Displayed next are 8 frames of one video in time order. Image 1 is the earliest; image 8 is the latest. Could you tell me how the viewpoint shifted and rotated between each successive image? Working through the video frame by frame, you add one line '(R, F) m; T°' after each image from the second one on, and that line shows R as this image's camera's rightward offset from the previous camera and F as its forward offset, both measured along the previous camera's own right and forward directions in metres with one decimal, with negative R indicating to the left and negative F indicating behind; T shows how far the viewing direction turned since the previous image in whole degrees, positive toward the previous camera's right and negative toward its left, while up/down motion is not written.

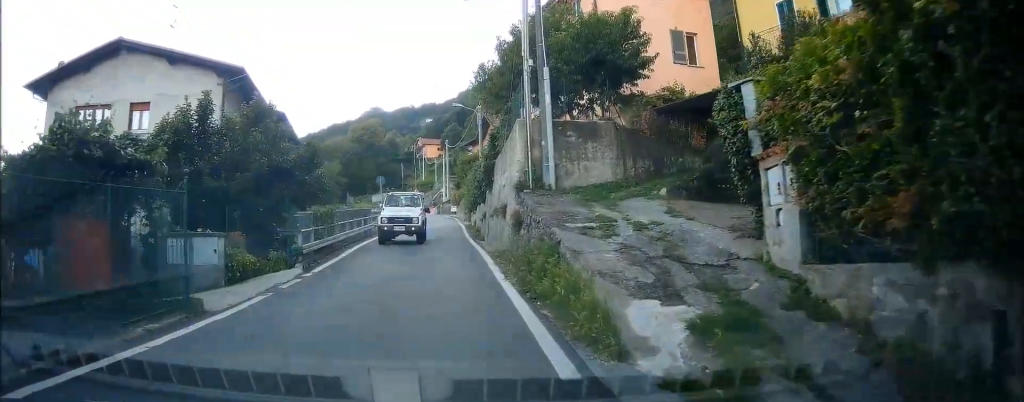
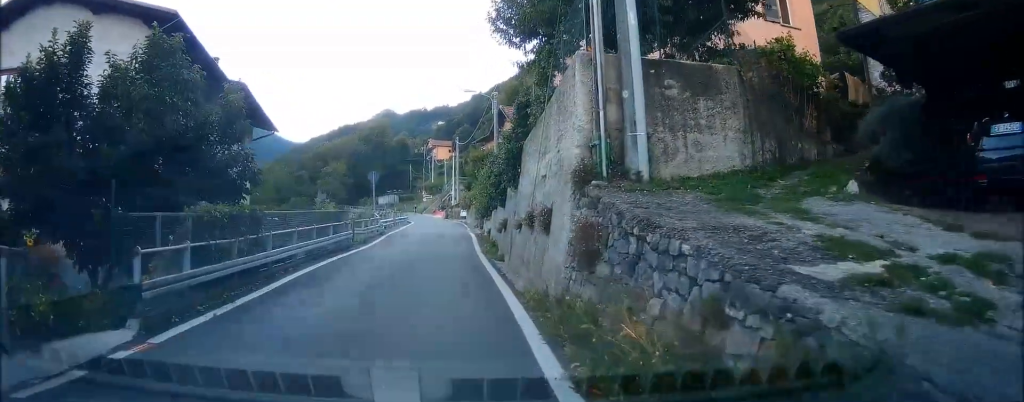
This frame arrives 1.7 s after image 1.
(+0.5, +7.0) m; +9°
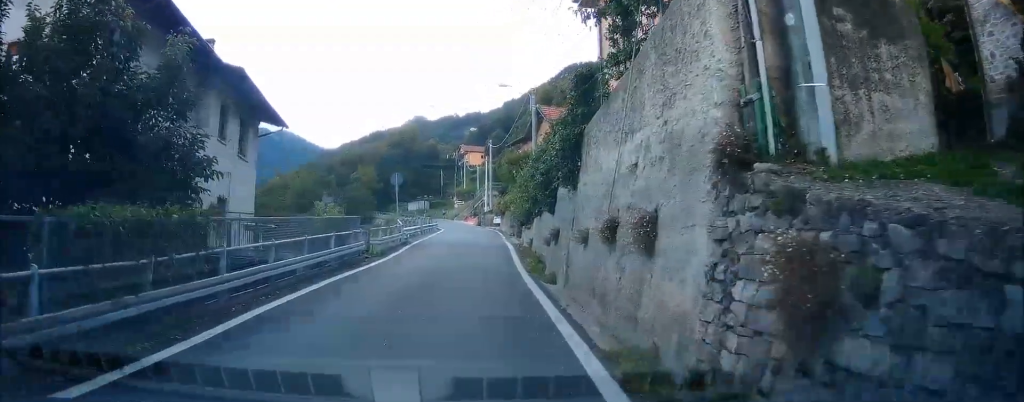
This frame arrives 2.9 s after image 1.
(0.0, +3.7) m; 0°
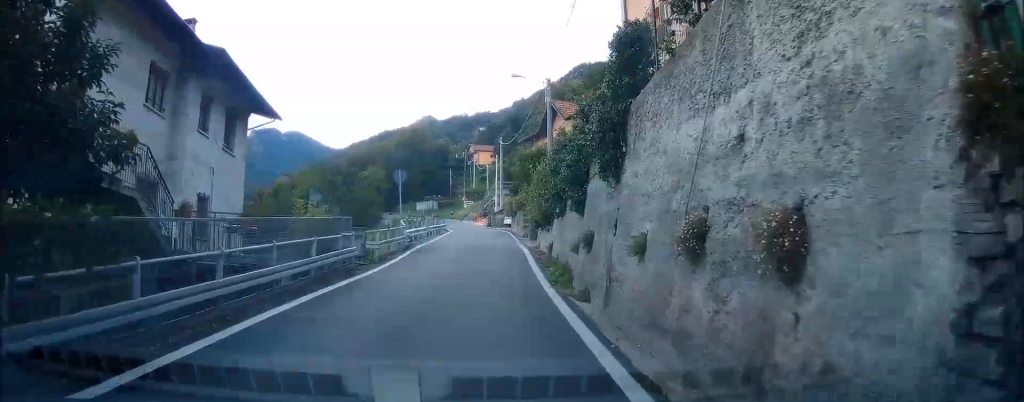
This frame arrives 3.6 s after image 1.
(0.0, +2.5) m; -1°
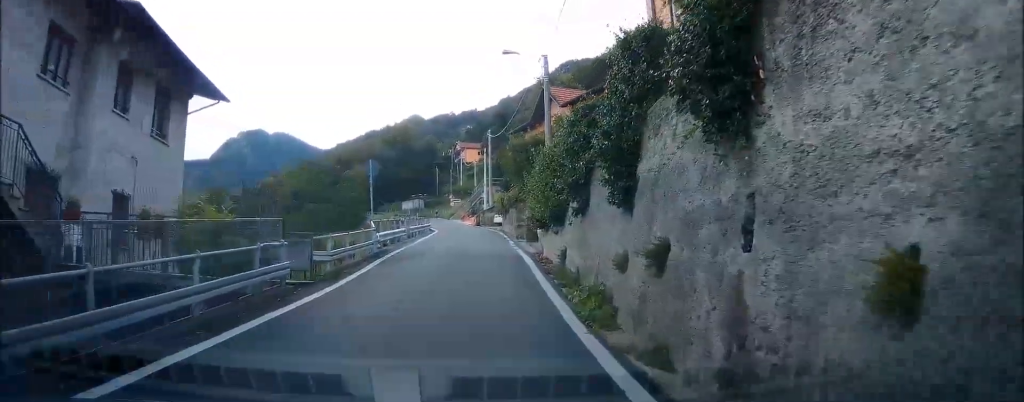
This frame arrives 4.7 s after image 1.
(0.0, +4.7) m; -4°
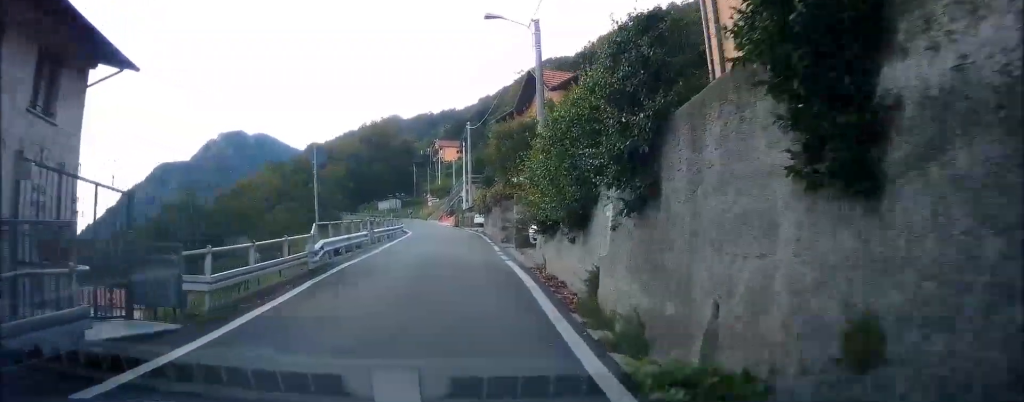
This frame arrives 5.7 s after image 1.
(-0.3, +5.3) m; -4°
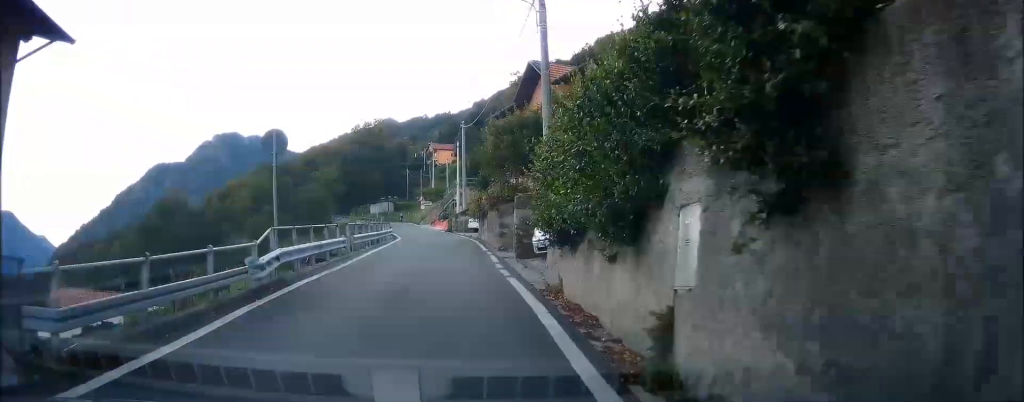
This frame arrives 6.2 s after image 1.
(0.0, +3.1) m; 0°
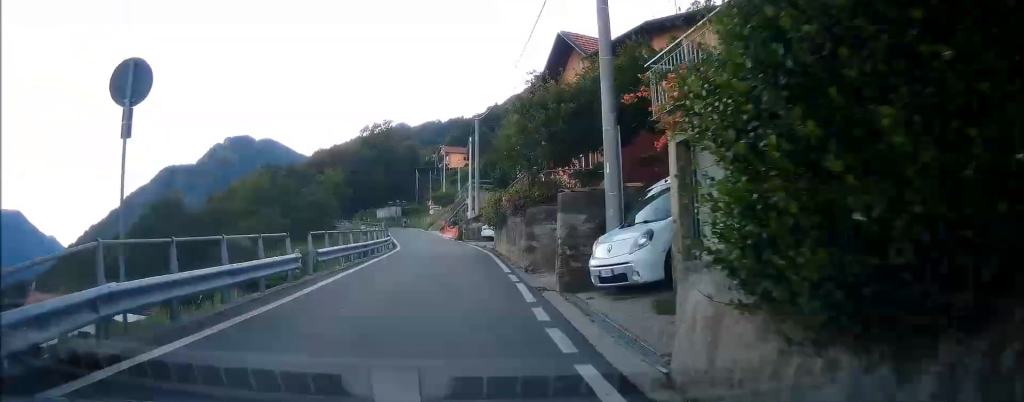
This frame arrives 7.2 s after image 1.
(0.0, +6.7) m; 0°
